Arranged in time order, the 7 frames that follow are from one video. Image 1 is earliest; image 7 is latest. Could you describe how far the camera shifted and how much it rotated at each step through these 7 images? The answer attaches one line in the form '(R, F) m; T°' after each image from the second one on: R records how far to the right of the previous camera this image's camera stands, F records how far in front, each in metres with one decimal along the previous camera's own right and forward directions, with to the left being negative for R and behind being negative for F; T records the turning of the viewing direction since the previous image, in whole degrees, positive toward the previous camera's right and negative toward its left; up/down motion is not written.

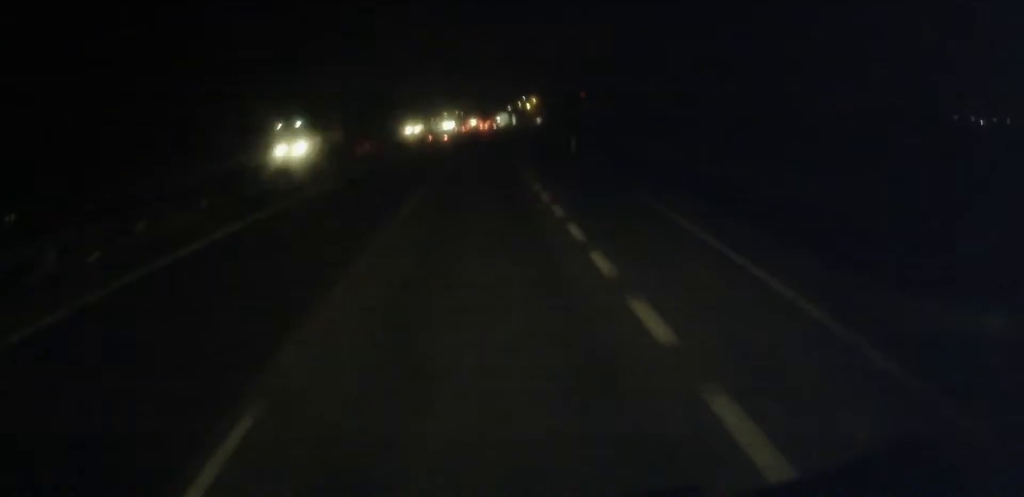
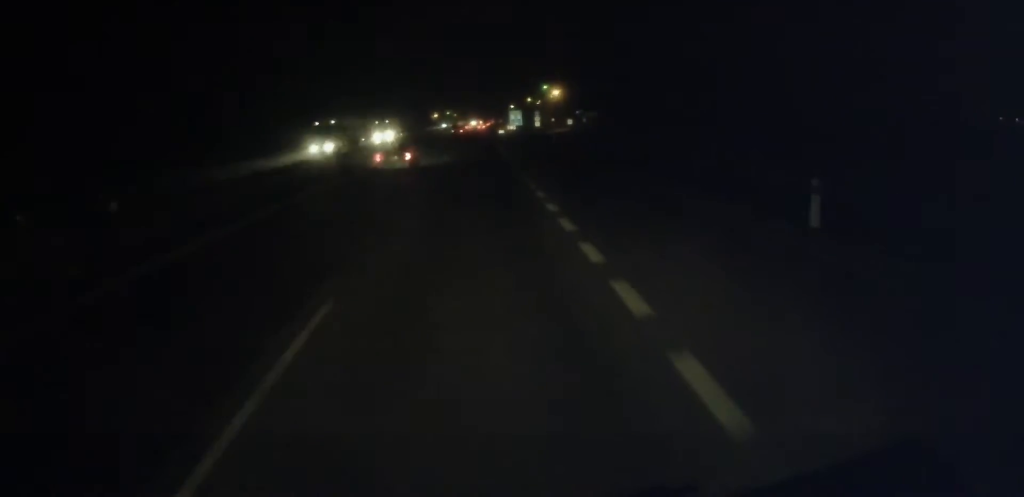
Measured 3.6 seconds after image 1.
(+0.4, +84.3) m; 0°
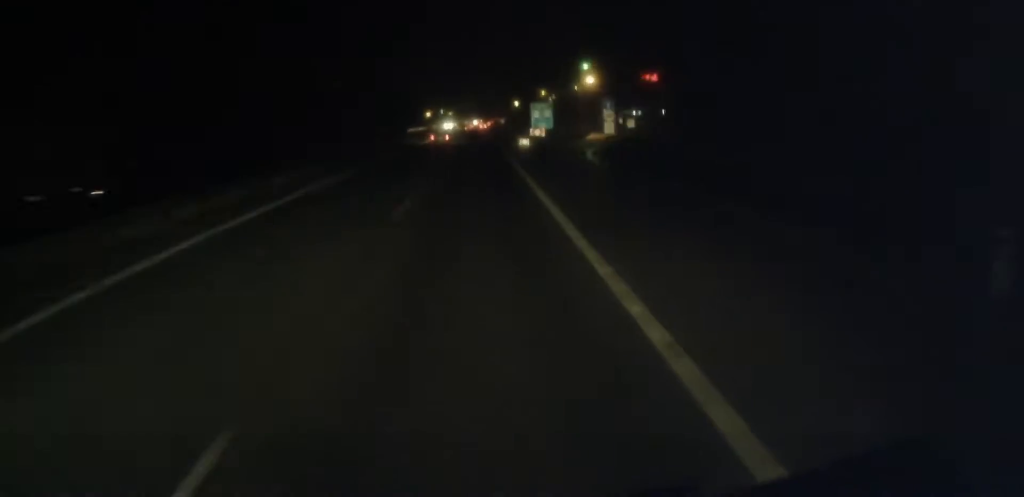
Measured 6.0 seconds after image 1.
(+0.2, +56.4) m; 0°
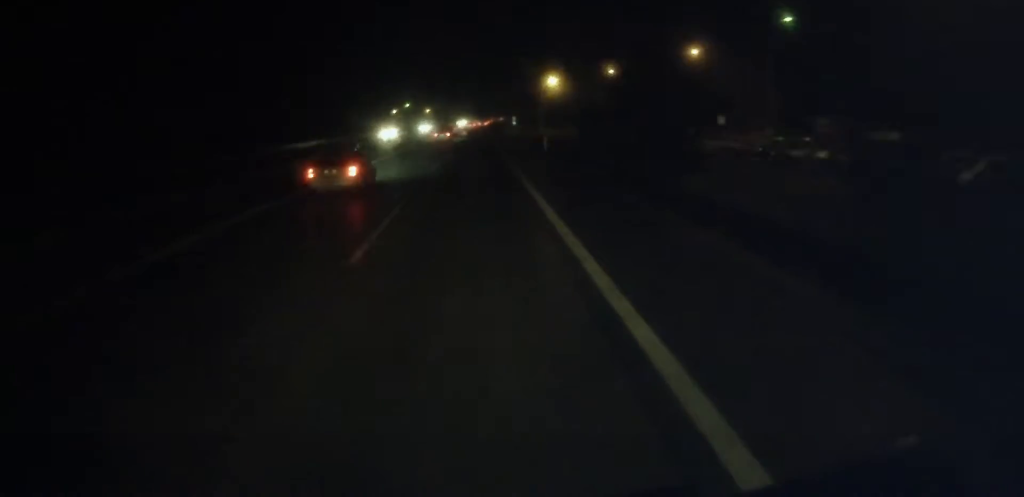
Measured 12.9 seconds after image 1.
(+1.2, +162.9) m; +1°
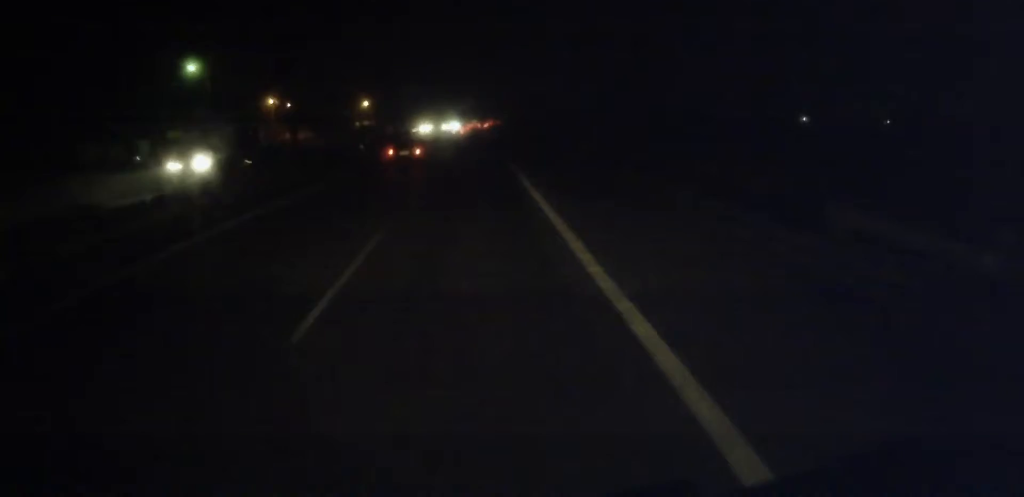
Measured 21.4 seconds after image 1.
(+0.8, +197.6) m; +1°
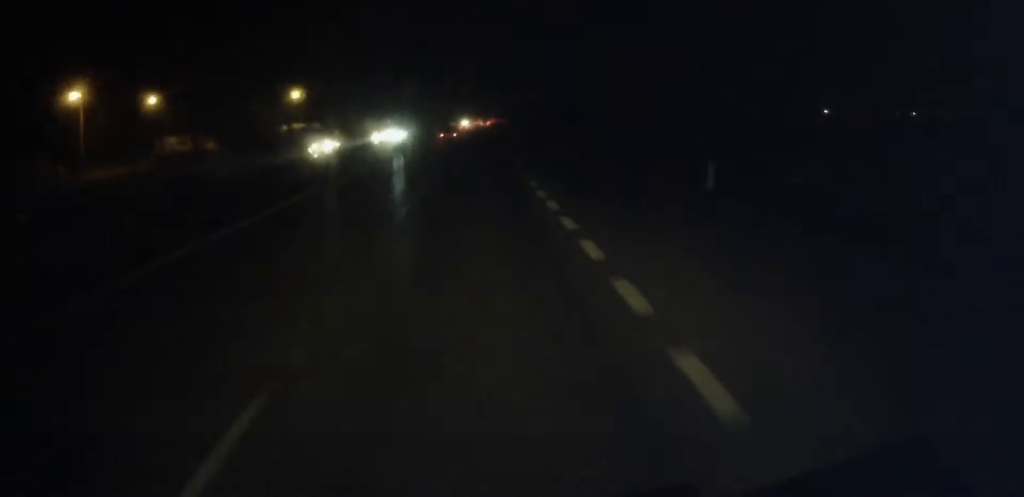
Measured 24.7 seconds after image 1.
(+0.5, +78.3) m; 0°
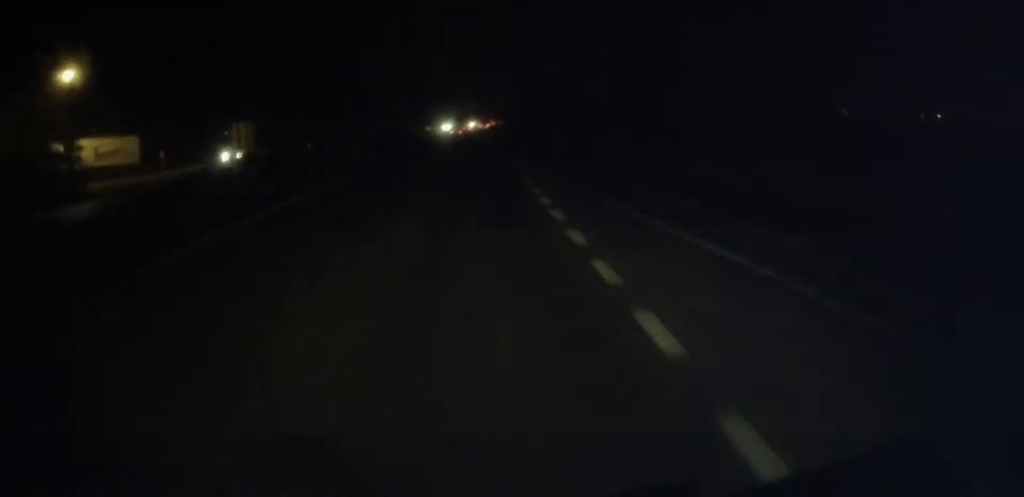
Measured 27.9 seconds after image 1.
(+0.1, +75.0) m; 0°
